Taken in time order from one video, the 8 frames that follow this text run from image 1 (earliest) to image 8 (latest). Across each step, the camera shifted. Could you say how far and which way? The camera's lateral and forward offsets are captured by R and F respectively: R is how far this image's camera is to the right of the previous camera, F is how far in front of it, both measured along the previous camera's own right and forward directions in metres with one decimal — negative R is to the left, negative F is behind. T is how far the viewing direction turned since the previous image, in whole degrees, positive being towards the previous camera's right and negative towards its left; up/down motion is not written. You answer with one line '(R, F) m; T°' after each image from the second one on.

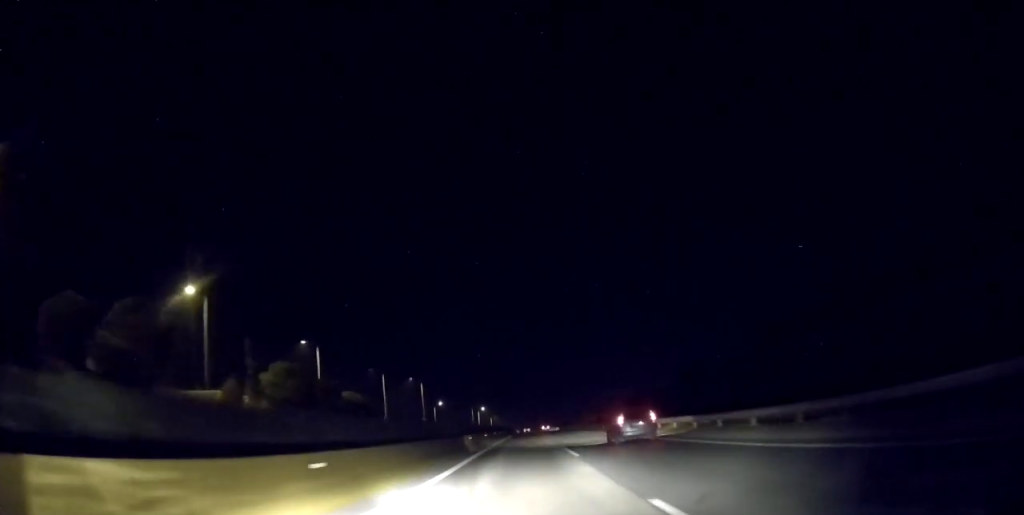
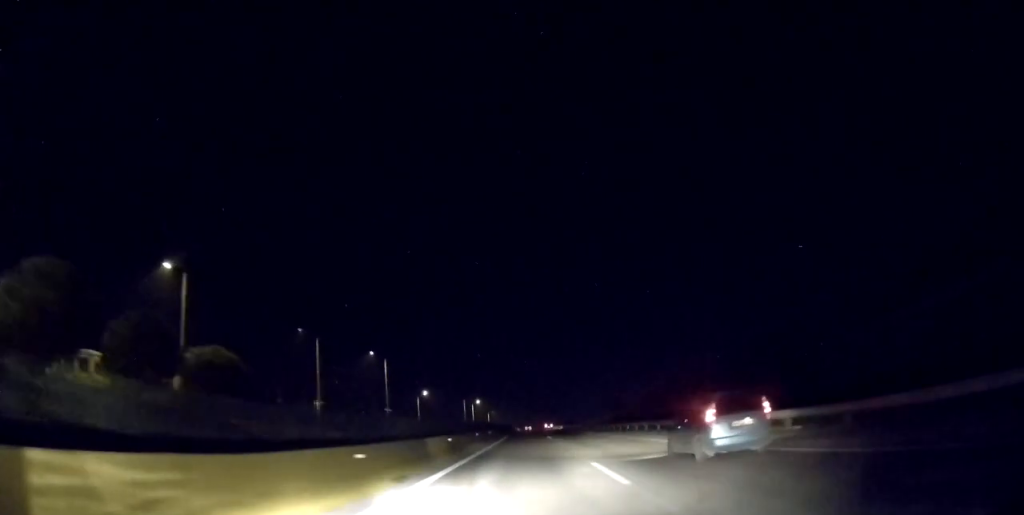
(+0.1, +34.6) m; 0°
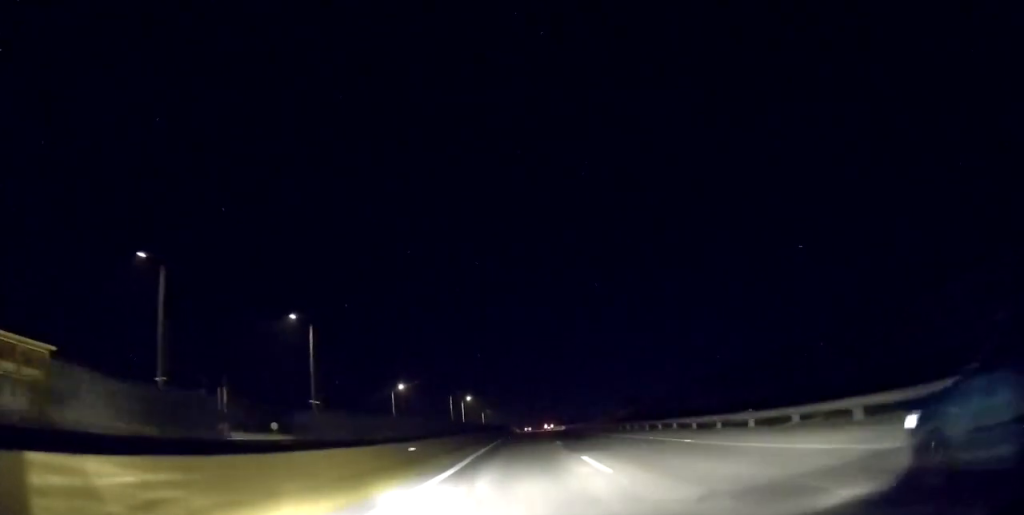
(+0.1, +32.2) m; -1°
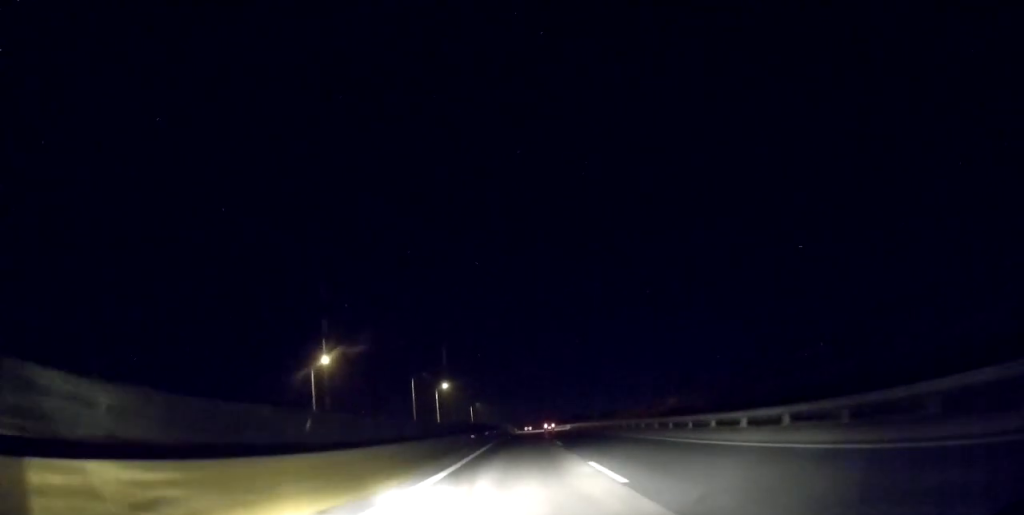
(-0.6, +55.8) m; 0°
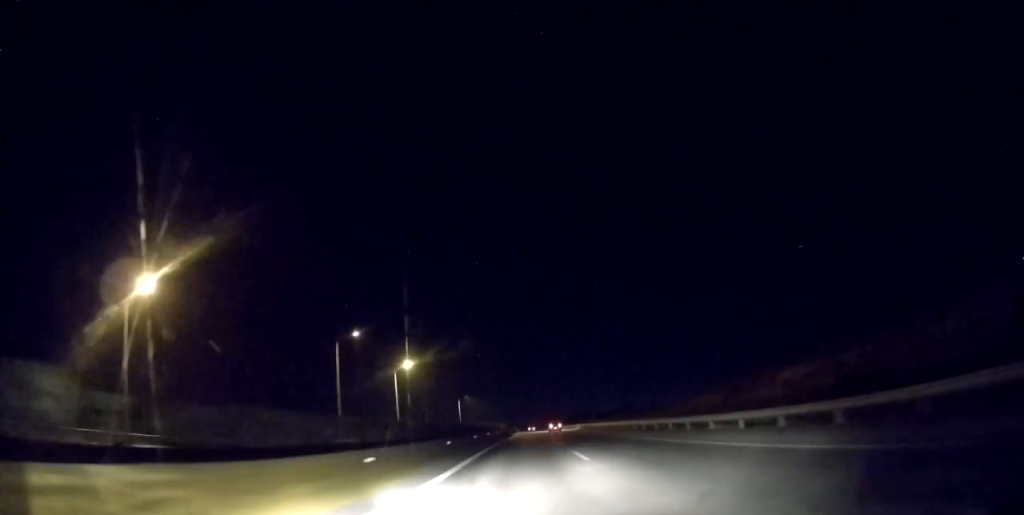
(+0.6, +47.2) m; 0°
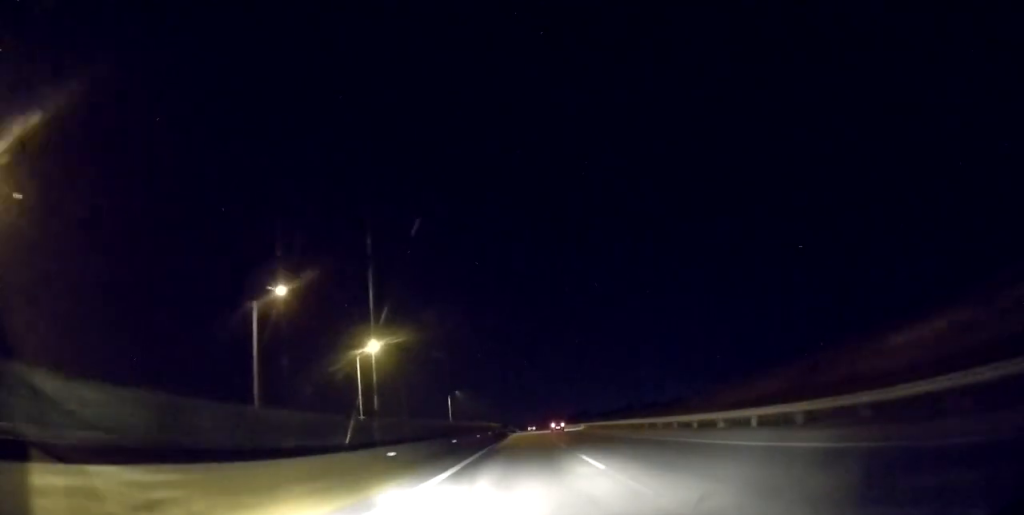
(-0.1, +21.3) m; 0°
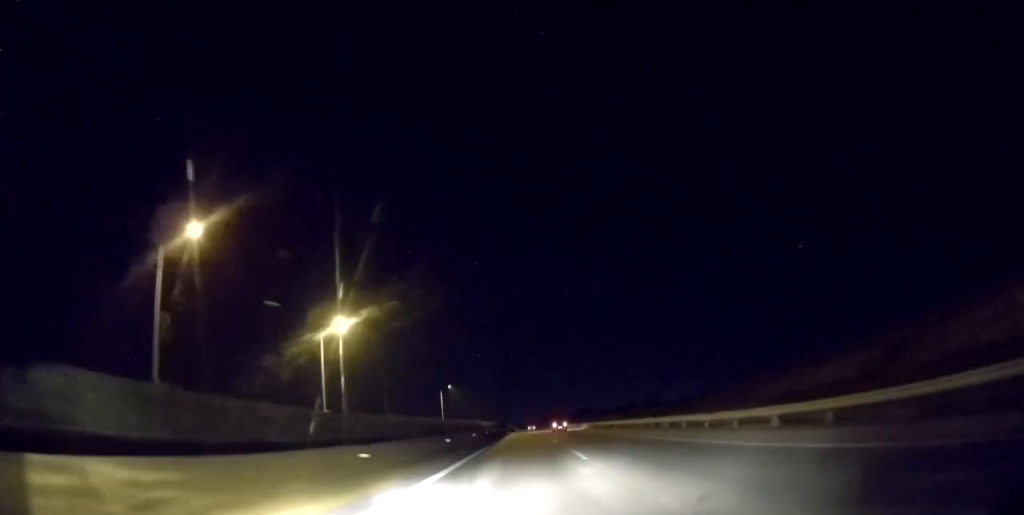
(-0.1, +14.0) m; 0°
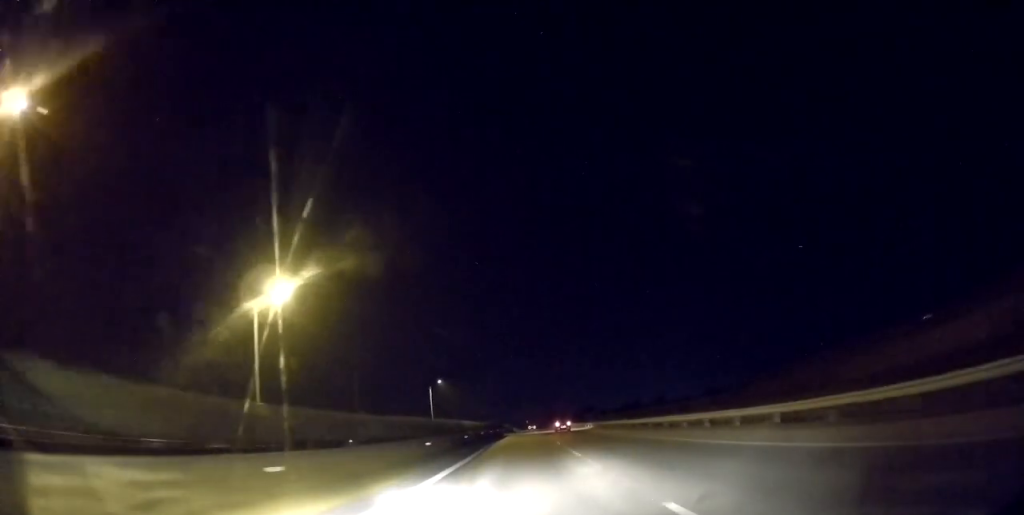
(0.0, +16.3) m; 0°
